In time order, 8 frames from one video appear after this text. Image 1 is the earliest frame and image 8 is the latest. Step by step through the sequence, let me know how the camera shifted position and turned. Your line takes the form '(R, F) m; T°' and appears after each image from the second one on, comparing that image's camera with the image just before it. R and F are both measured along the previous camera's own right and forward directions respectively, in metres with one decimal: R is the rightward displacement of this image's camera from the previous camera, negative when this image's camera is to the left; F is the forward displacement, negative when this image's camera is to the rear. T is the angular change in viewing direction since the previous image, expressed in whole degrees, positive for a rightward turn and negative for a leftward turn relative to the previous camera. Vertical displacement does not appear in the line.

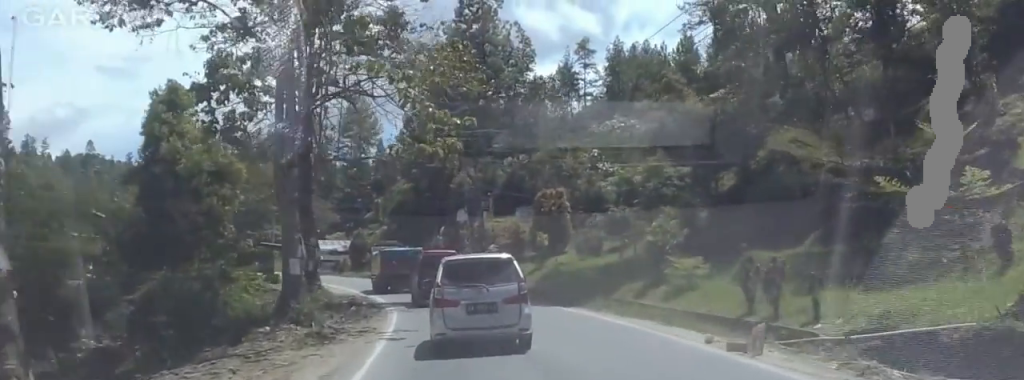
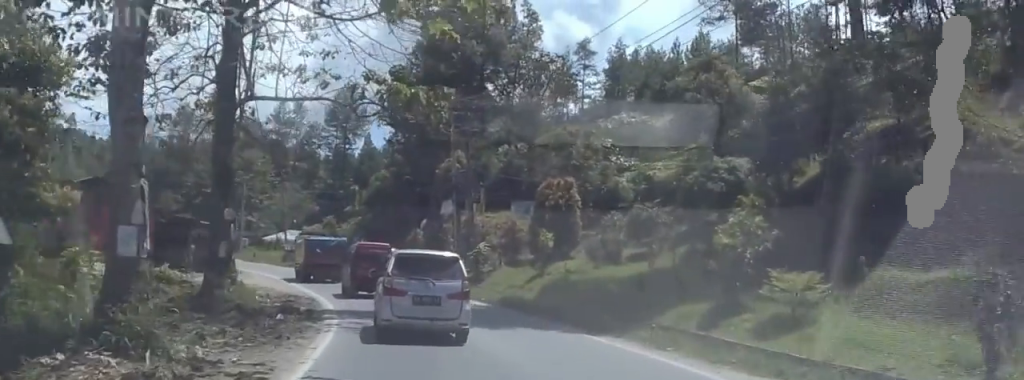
(+0.9, +9.7) m; +6°
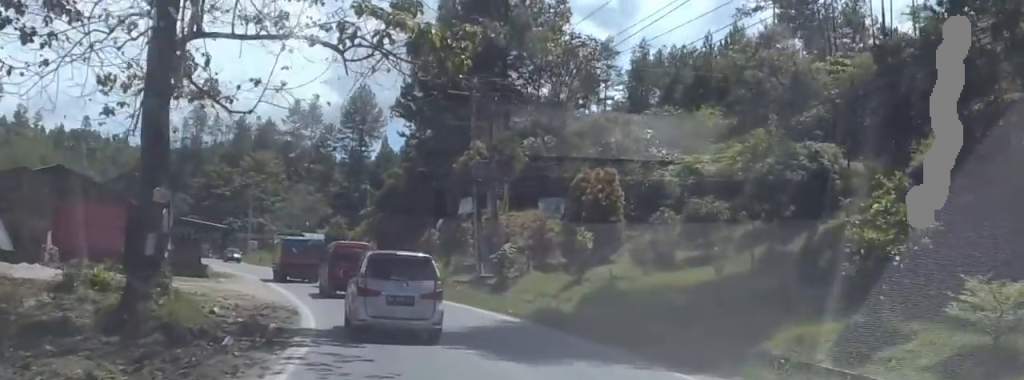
(+0.3, +6.1) m; -1°
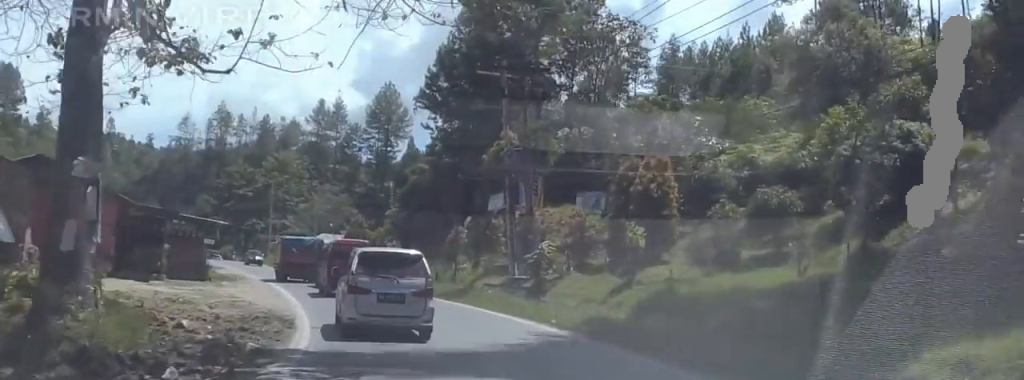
(-0.2, +4.1) m; -4°
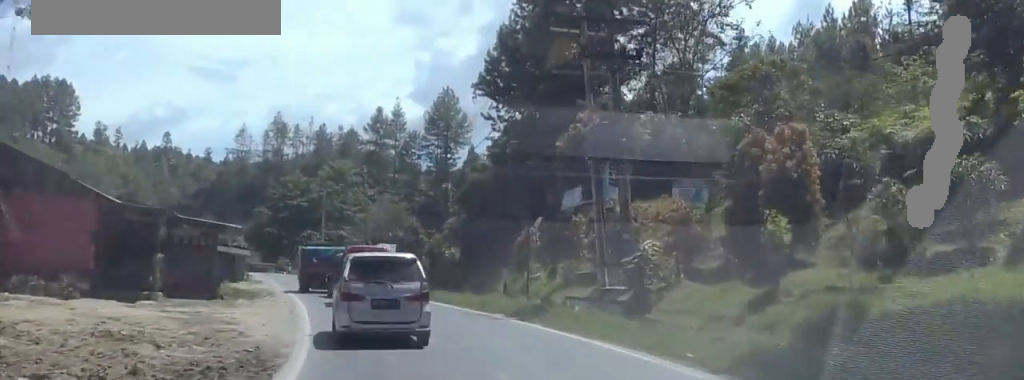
(-0.4, +7.3) m; -5°
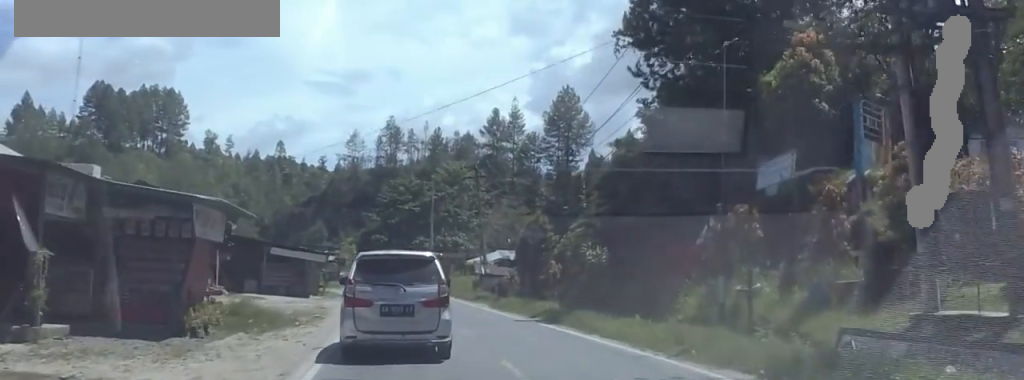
(-0.6, +14.3) m; -3°
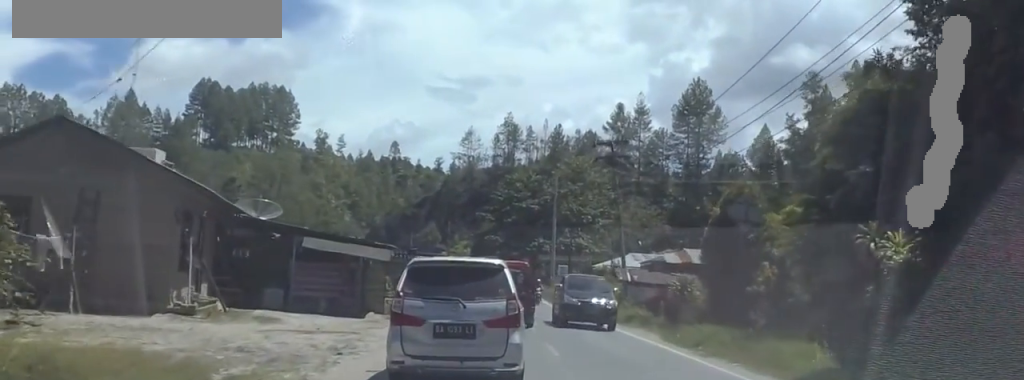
(+0.6, +17.5) m; -5°
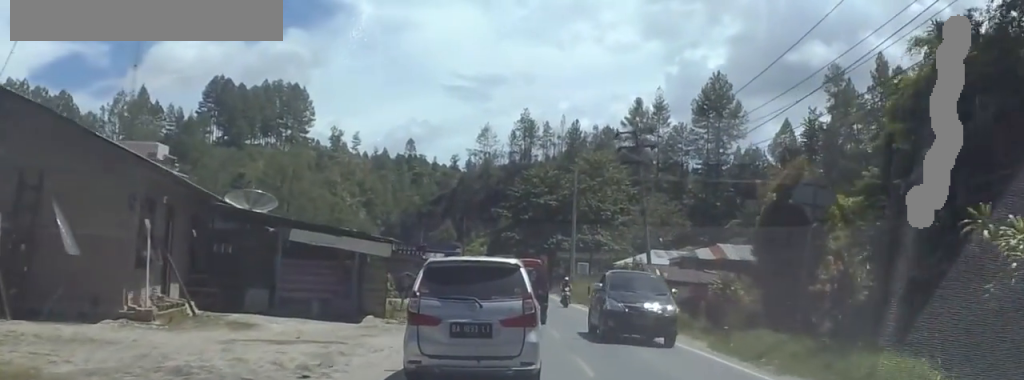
(-0.5, +4.2) m; -2°
